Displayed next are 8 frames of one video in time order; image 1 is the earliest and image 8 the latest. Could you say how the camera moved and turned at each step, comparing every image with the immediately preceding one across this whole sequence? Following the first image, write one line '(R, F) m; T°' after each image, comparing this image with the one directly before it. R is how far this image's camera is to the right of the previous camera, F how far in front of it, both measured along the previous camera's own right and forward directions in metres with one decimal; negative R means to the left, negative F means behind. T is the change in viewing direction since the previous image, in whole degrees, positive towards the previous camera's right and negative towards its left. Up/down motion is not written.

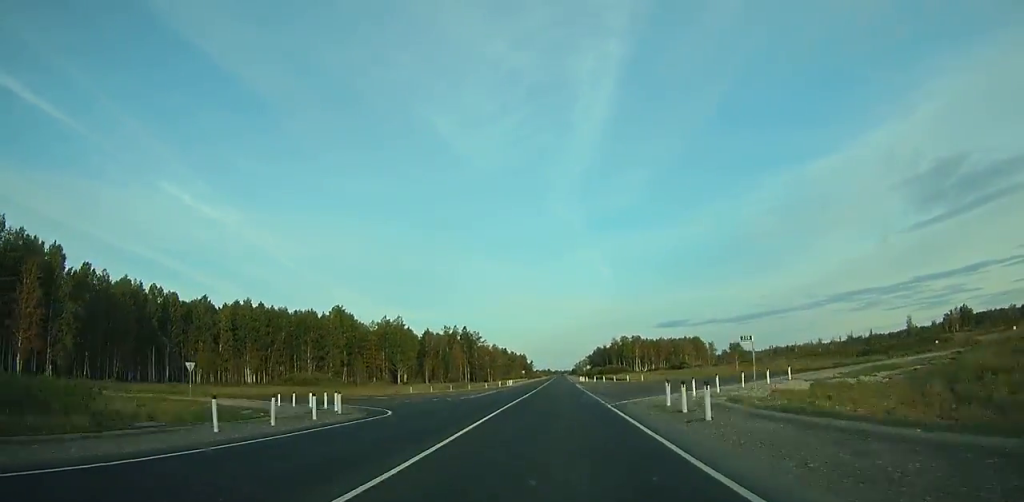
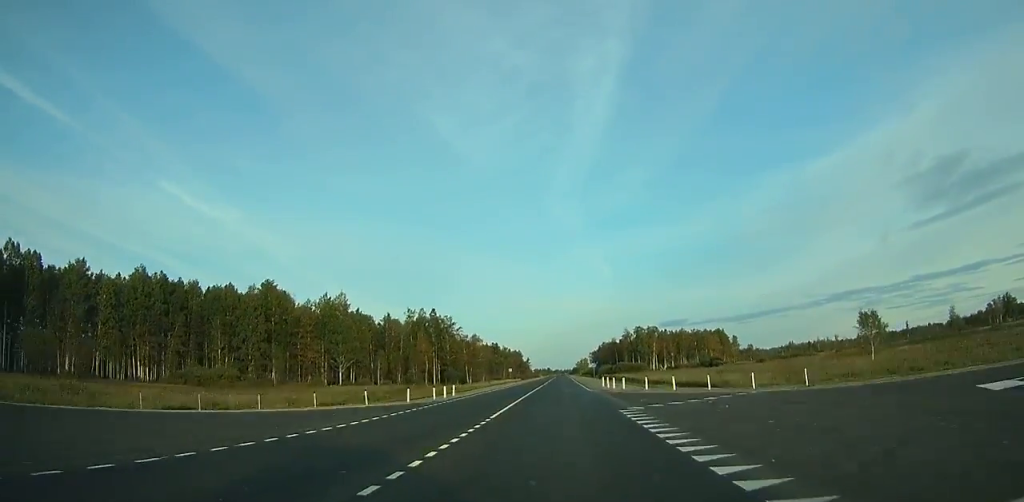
(-0.1, +47.9) m; 0°
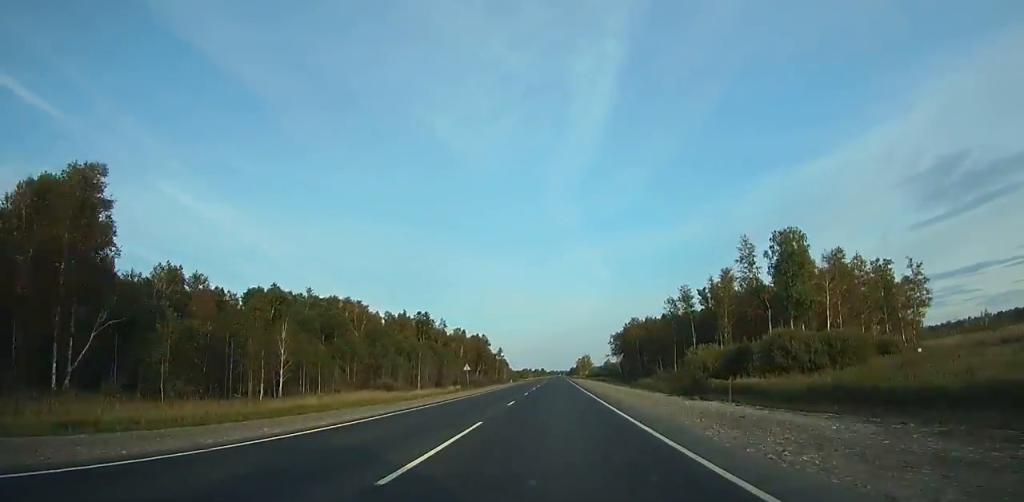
(+0.2, +148.9) m; 0°
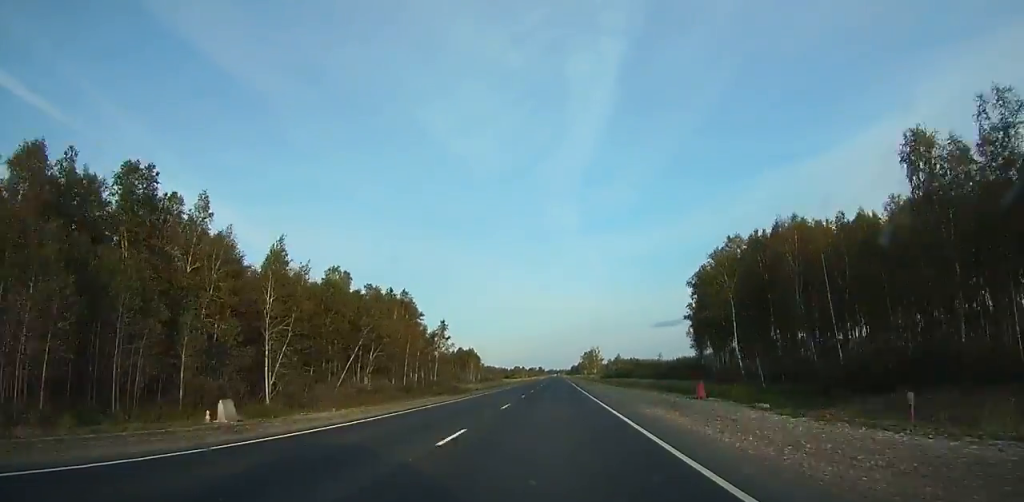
(0.0, +108.4) m; 0°
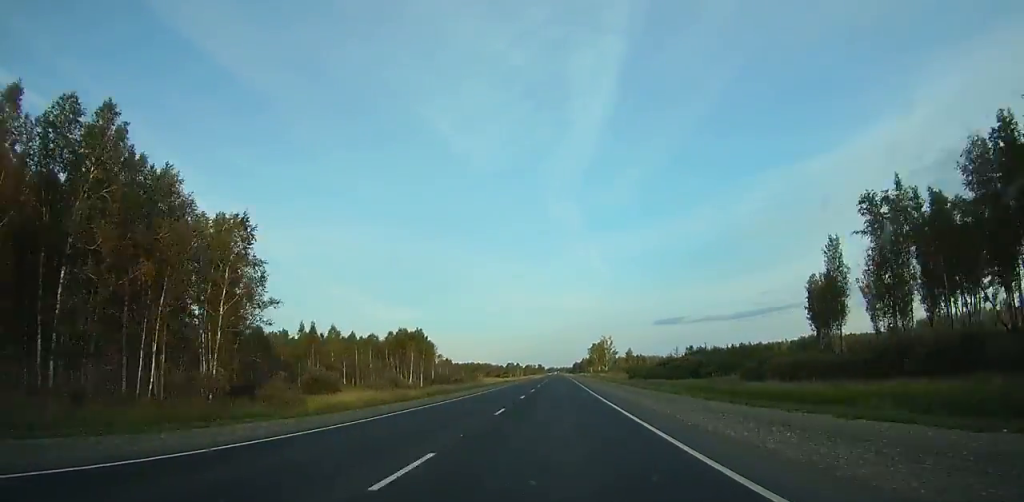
(+0.2, +74.0) m; 0°
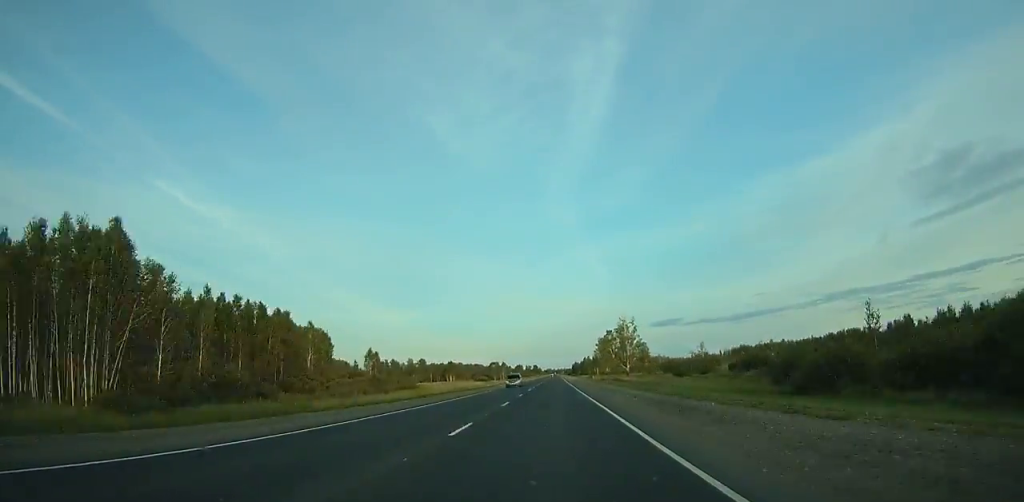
(-0.3, +89.1) m; 0°
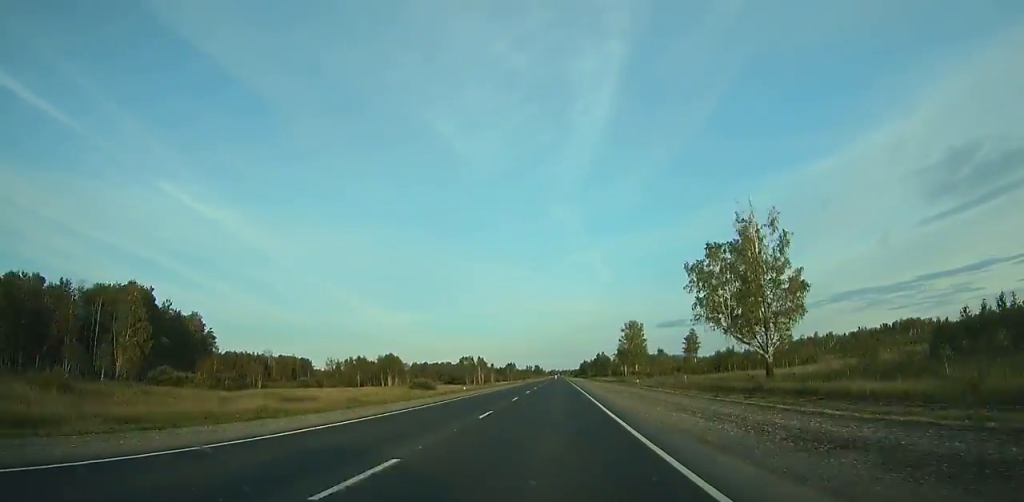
(+0.1, +112.9) m; 0°
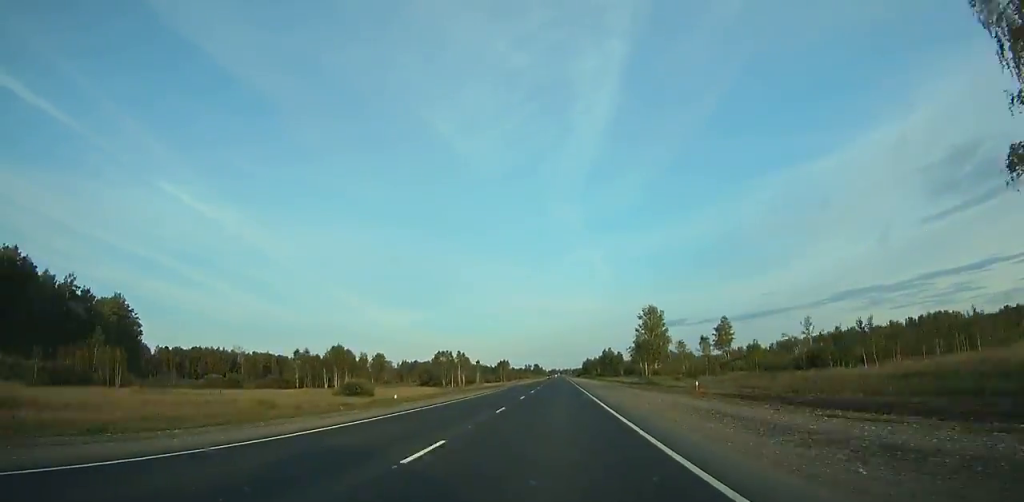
(0.0, +44.7) m; 0°
